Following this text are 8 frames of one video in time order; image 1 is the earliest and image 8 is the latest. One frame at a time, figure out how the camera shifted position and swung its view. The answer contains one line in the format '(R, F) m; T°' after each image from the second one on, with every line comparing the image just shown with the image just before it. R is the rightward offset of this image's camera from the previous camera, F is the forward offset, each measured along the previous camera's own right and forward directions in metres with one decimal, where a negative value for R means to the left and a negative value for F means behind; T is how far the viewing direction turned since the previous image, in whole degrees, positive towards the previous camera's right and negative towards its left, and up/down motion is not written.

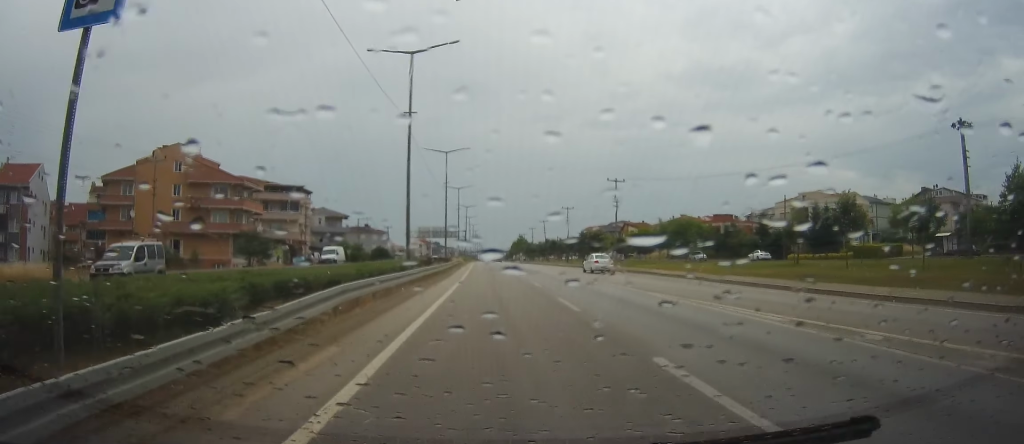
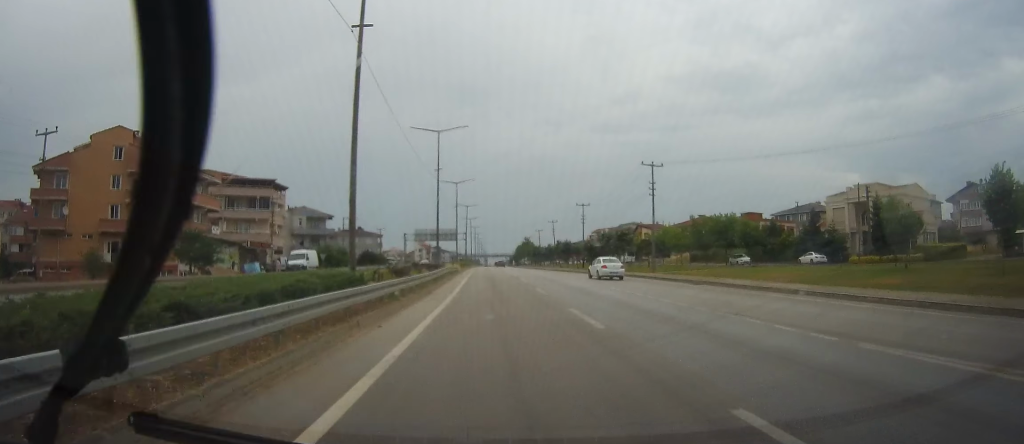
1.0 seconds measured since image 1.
(-0.4, +15.6) m; 0°
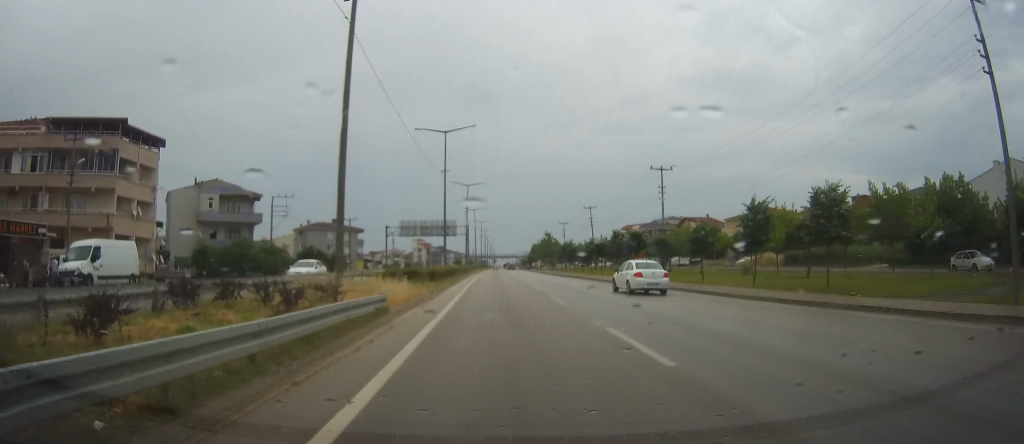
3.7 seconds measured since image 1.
(-0.3, +40.3) m; -2°
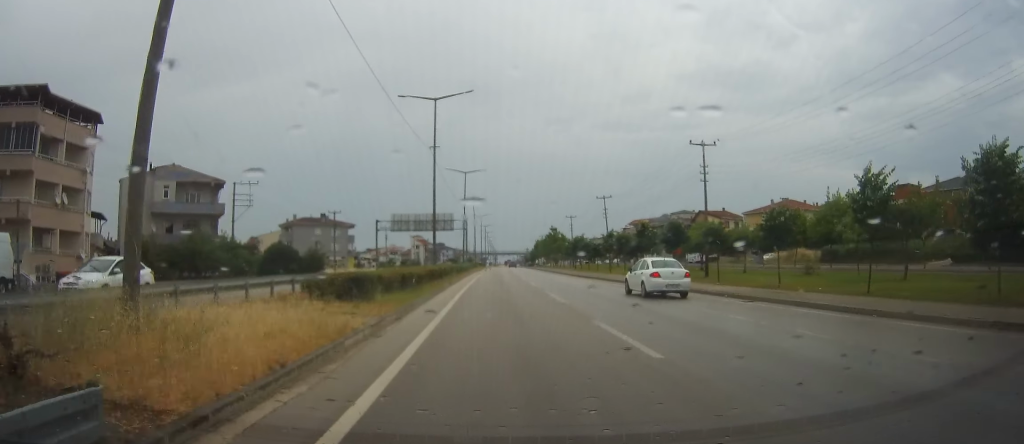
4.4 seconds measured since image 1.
(0.0, +11.3) m; 0°
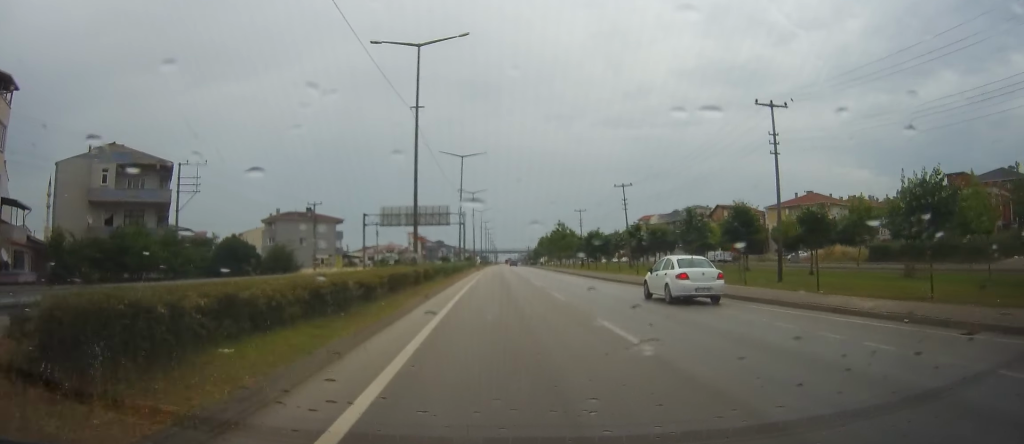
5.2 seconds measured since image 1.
(0.0, +12.0) m; -2°
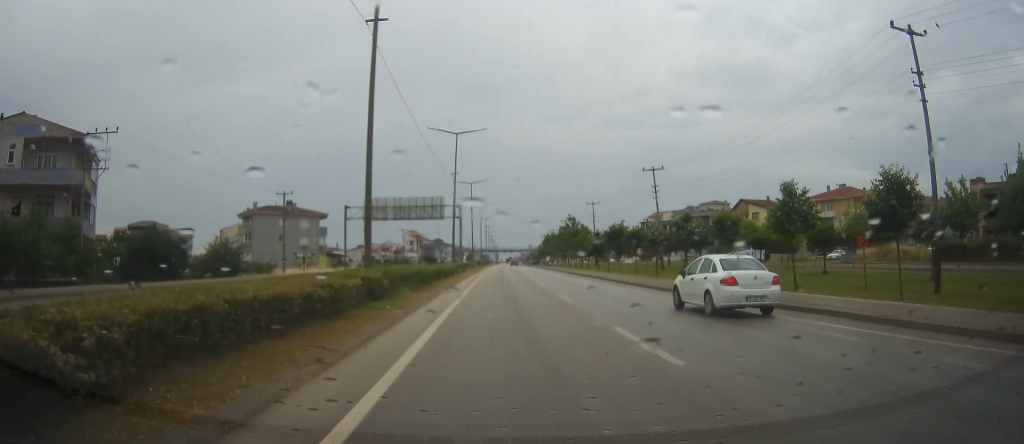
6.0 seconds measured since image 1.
(-0.4, +13.3) m; 0°
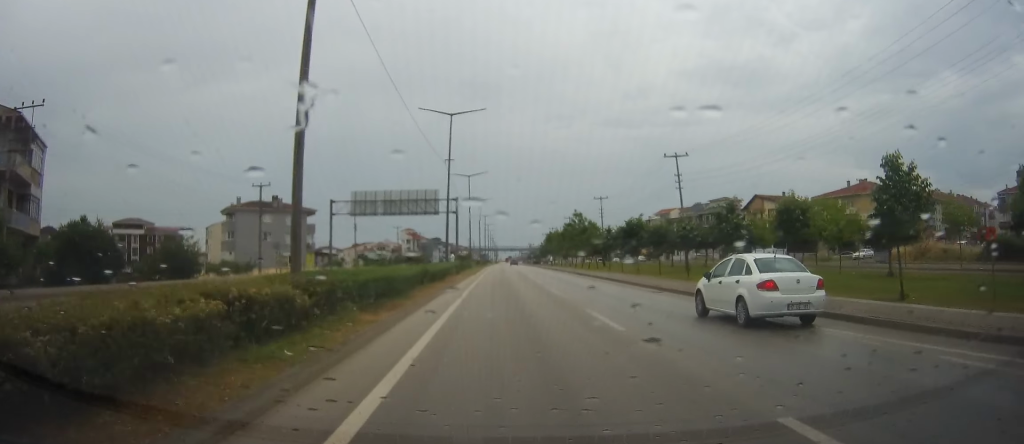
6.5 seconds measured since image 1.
(+0.1, +7.8) m; +1°
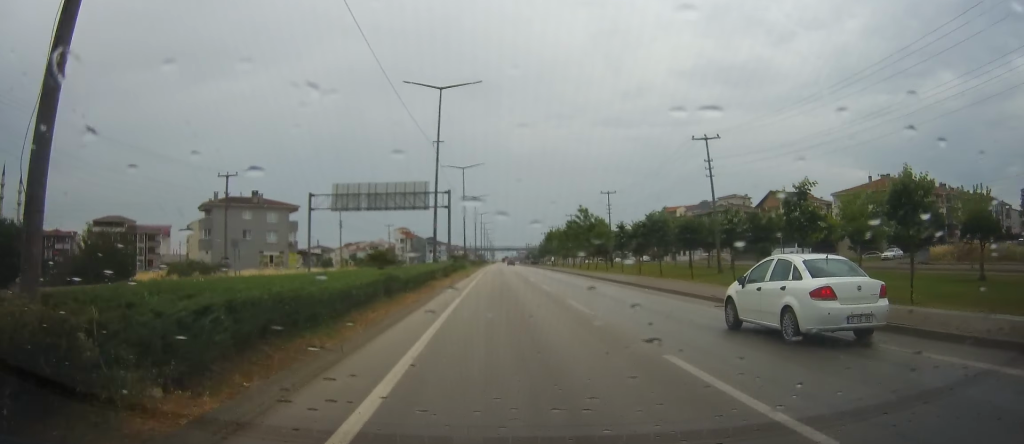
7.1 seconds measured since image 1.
(+0.2, +8.3) m; +1°
